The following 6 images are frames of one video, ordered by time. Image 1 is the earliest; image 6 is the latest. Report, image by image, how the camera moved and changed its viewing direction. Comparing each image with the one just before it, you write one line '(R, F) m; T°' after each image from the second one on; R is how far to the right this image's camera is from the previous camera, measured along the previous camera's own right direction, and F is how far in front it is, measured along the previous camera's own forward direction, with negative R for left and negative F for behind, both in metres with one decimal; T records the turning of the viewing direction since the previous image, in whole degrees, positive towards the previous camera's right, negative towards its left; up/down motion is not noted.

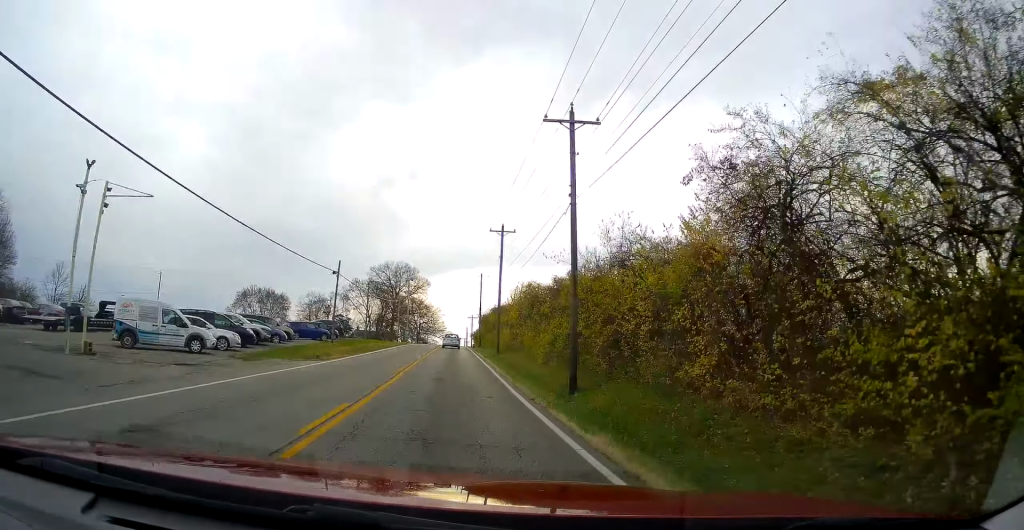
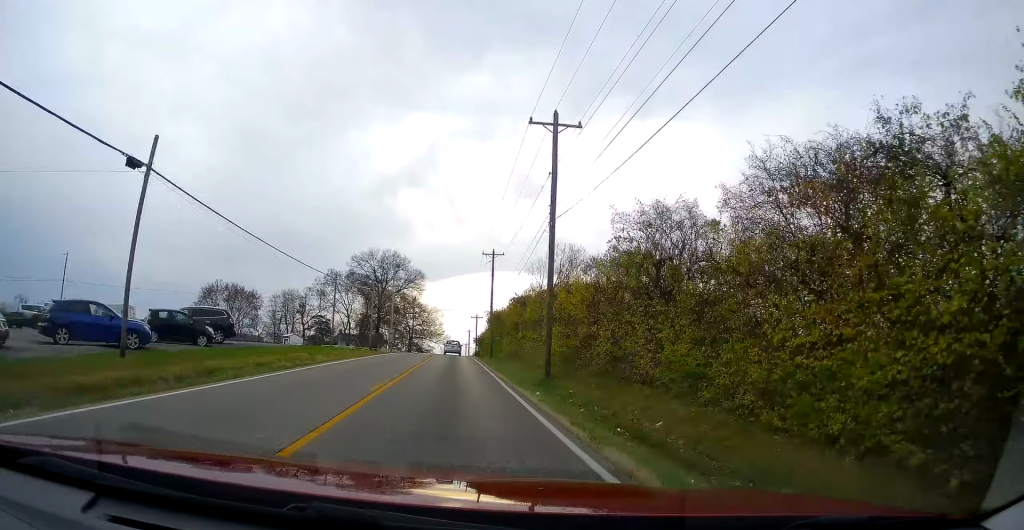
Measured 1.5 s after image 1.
(+0.1, +29.9) m; 0°
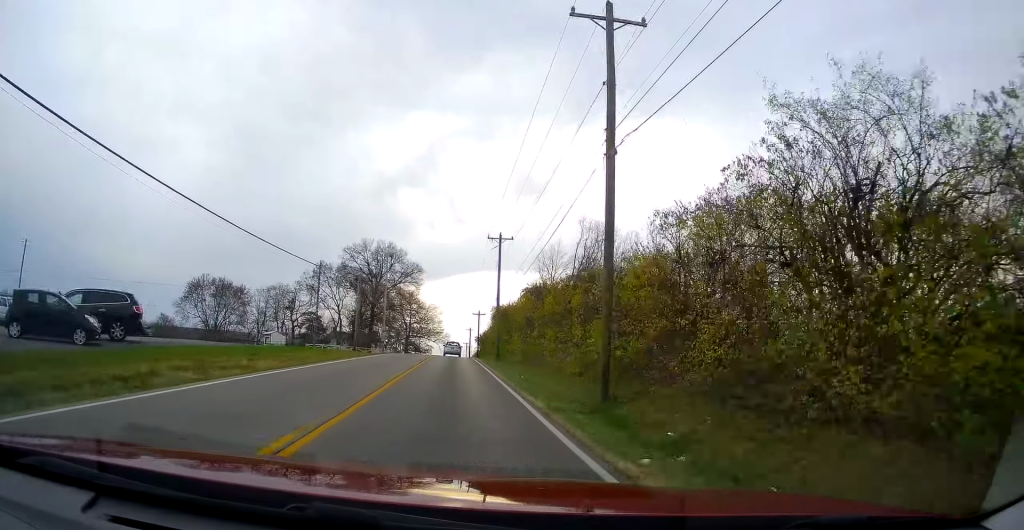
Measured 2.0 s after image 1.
(+0.1, +9.7) m; -1°
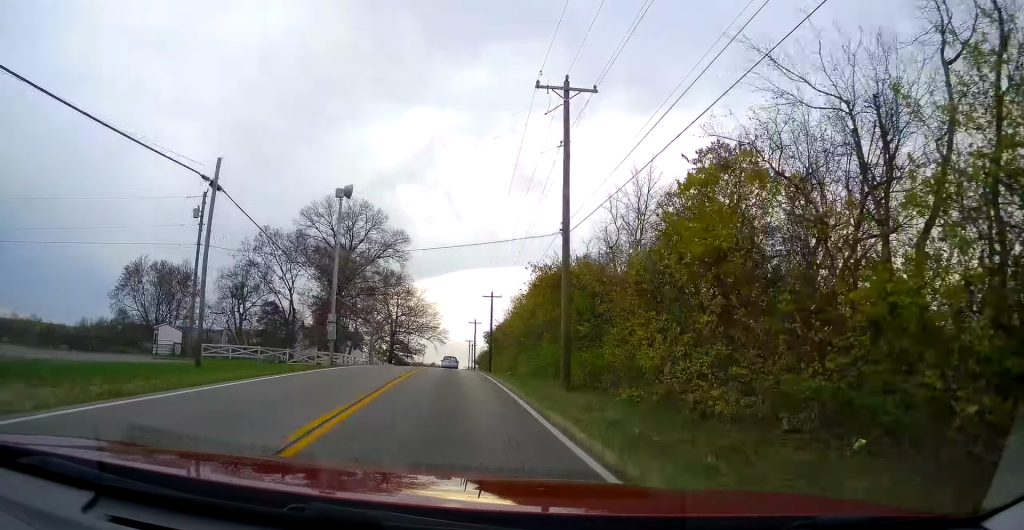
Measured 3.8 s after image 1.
(-0.1, +33.4) m; +1°
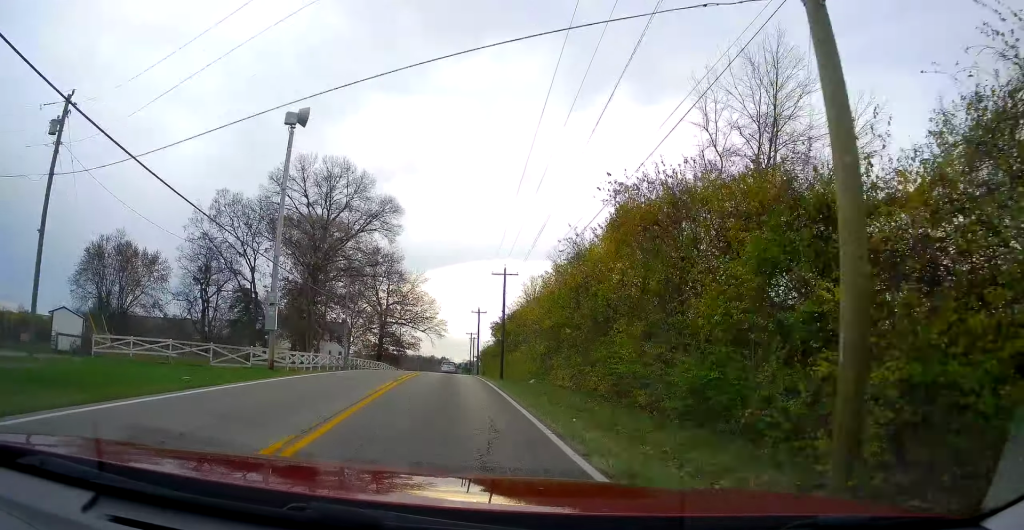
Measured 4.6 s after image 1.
(+0.1, +15.5) m; 0°
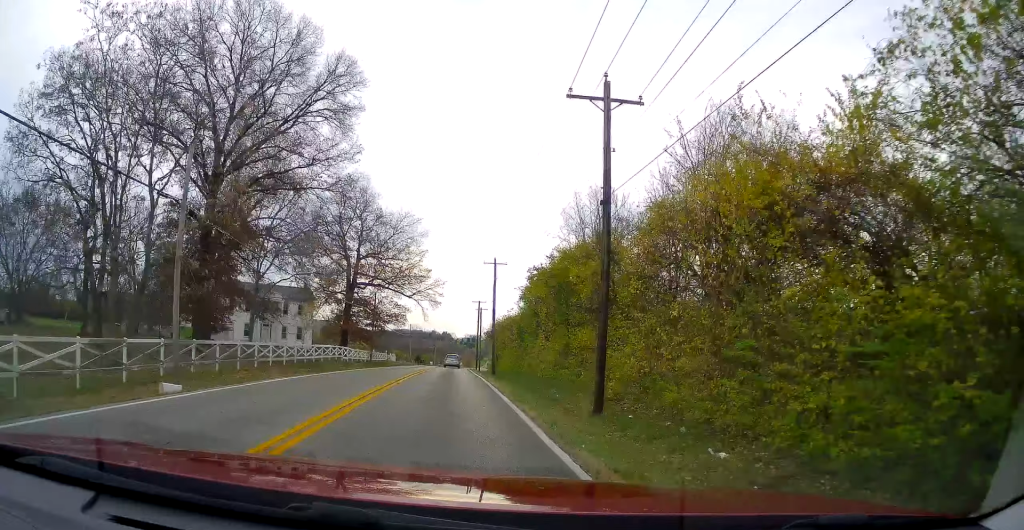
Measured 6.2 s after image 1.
(-0.3, +30.4) m; 0°
